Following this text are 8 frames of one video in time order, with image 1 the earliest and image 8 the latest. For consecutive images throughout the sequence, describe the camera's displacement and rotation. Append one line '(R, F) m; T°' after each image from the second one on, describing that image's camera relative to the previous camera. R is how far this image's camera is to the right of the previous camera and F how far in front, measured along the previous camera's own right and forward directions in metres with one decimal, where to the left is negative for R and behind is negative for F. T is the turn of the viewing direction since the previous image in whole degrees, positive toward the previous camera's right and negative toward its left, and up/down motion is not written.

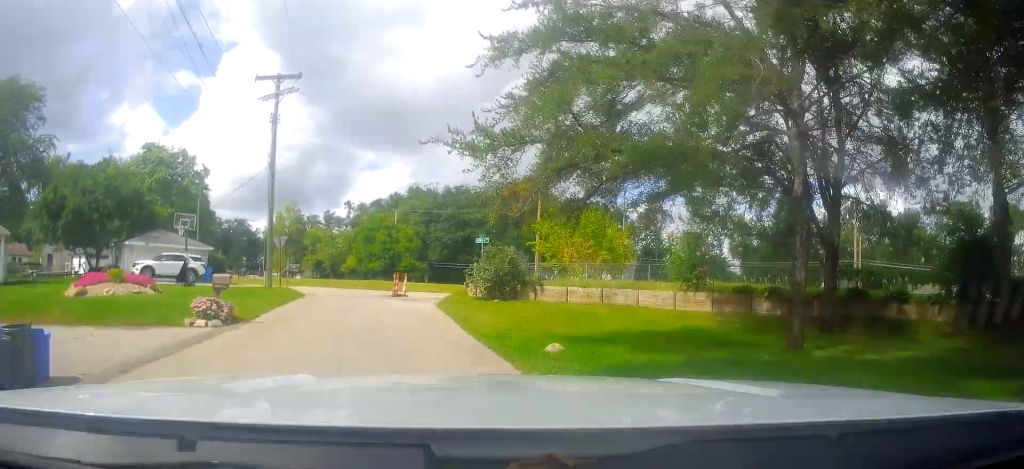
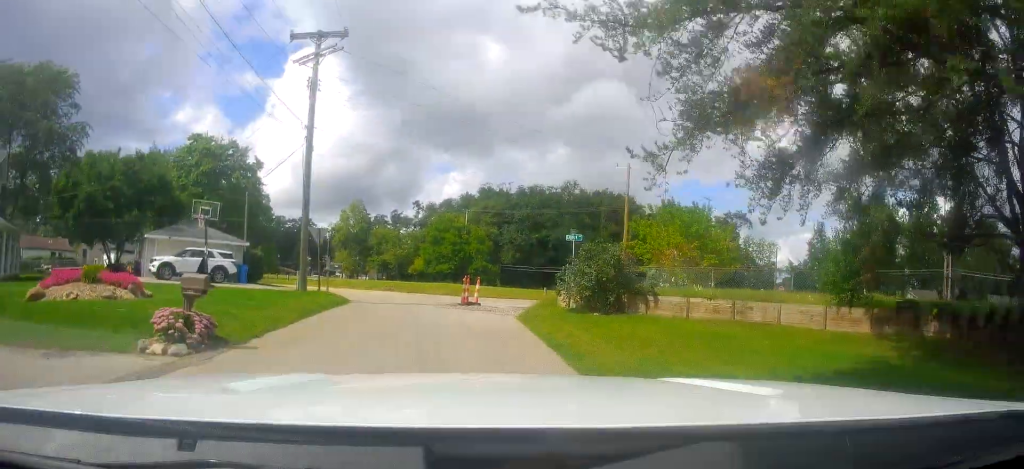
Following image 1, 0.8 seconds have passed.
(-0.2, +6.1) m; -6°
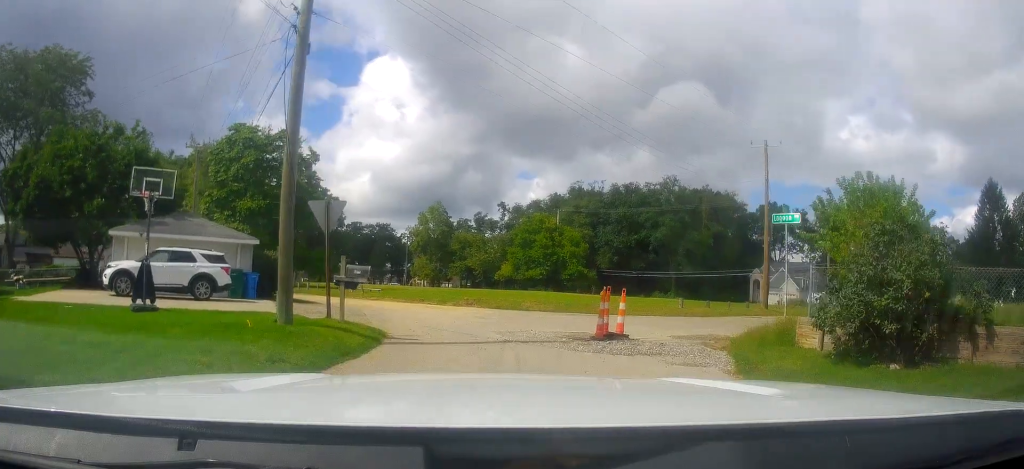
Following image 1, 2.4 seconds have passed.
(-1.0, +11.5) m; -7°
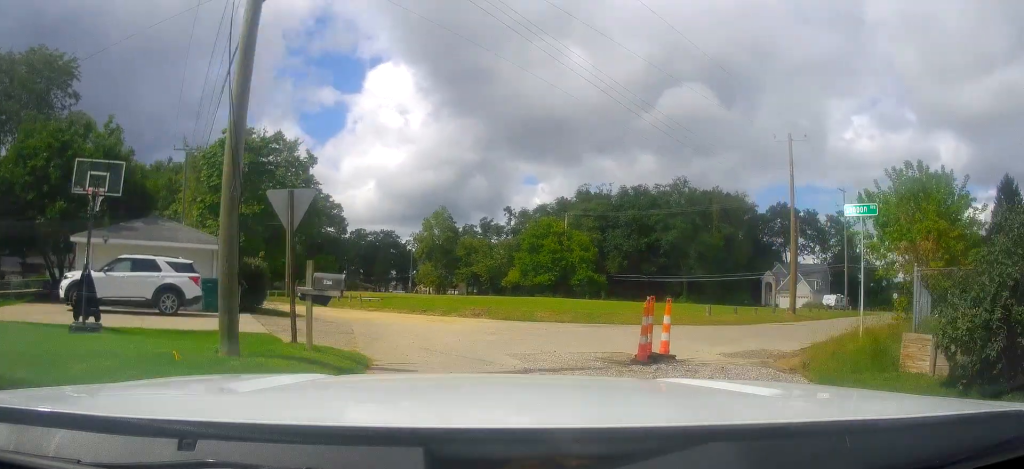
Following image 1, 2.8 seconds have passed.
(0.0, +3.1) m; -1°
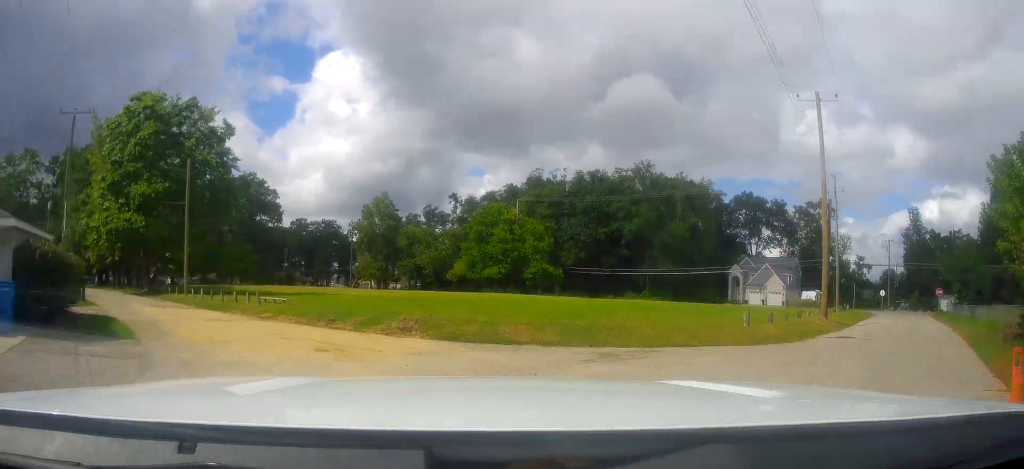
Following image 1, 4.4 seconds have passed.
(+0.6, +9.7) m; +10°
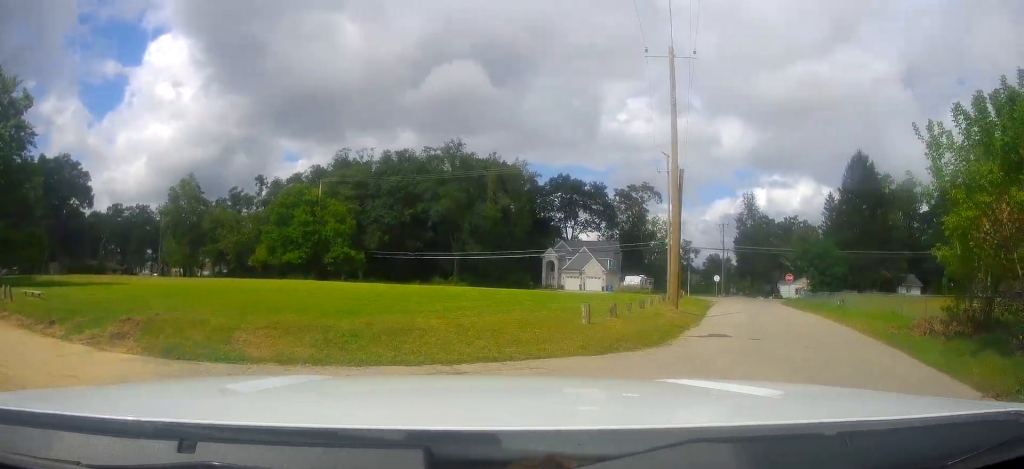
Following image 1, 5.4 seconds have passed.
(+0.3, +5.4) m; +11°
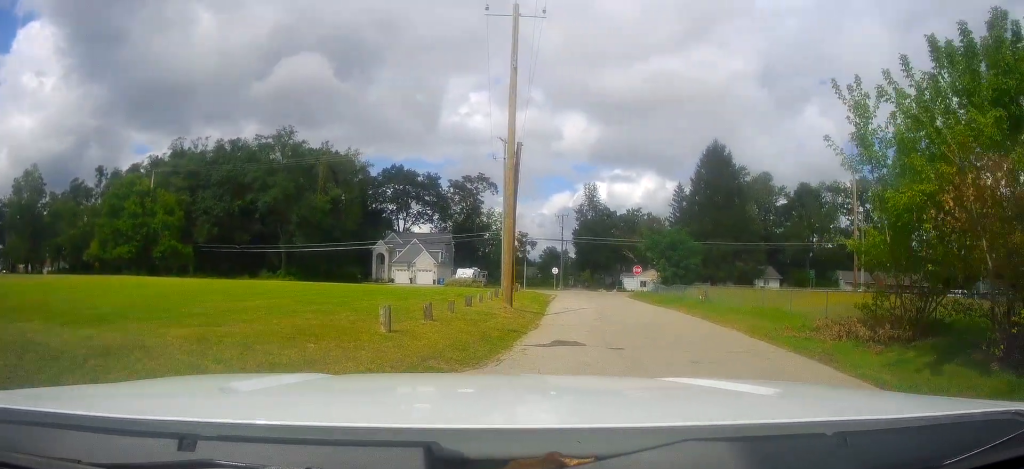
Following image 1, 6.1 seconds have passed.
(+0.4, +3.8) m; +14°
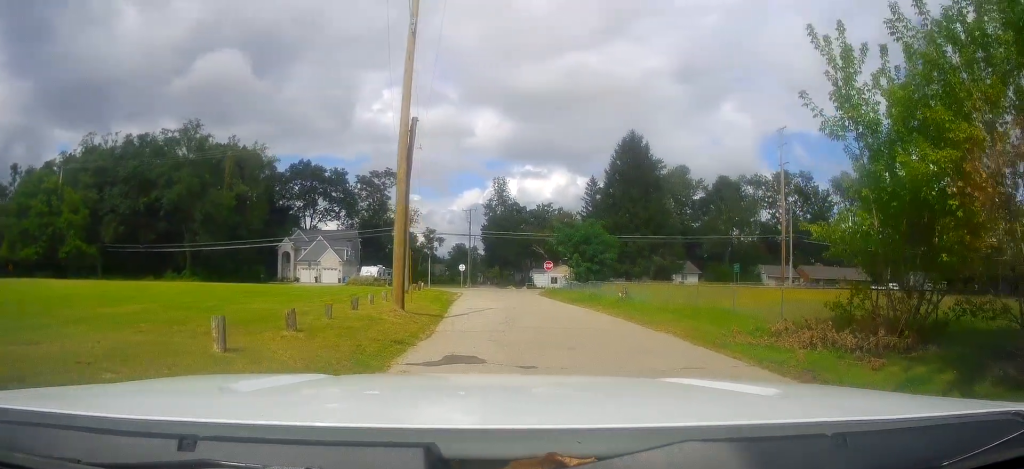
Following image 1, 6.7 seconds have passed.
(+0.1, +2.7) m; +12°
